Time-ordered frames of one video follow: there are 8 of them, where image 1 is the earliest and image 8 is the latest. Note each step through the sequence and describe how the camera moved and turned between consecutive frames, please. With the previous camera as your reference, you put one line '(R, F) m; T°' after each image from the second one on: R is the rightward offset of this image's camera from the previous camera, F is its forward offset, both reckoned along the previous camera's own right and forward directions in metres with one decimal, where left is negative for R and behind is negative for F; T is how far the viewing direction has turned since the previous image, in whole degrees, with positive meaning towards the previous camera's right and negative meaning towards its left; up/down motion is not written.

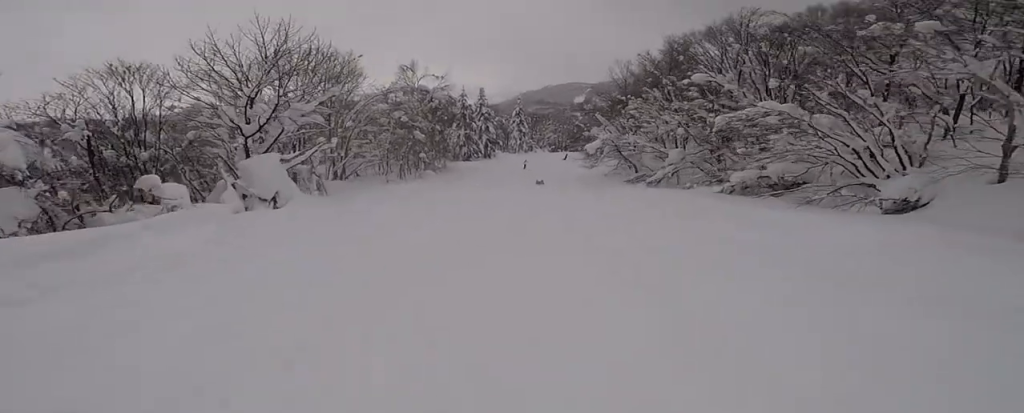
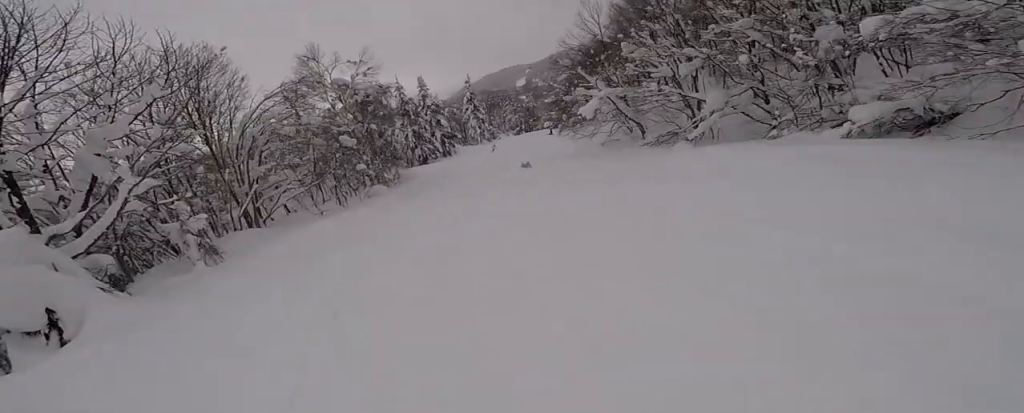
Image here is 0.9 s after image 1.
(0.0, +10.2) m; 0°
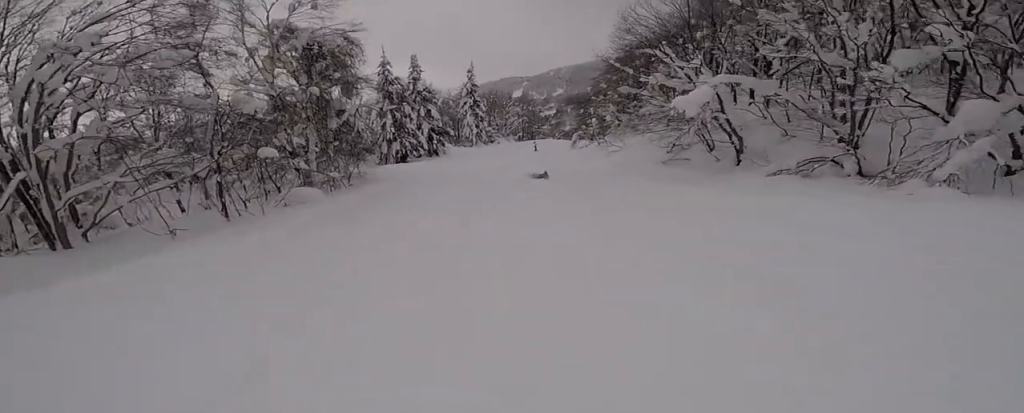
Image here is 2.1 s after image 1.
(0.0, +13.2) m; 0°
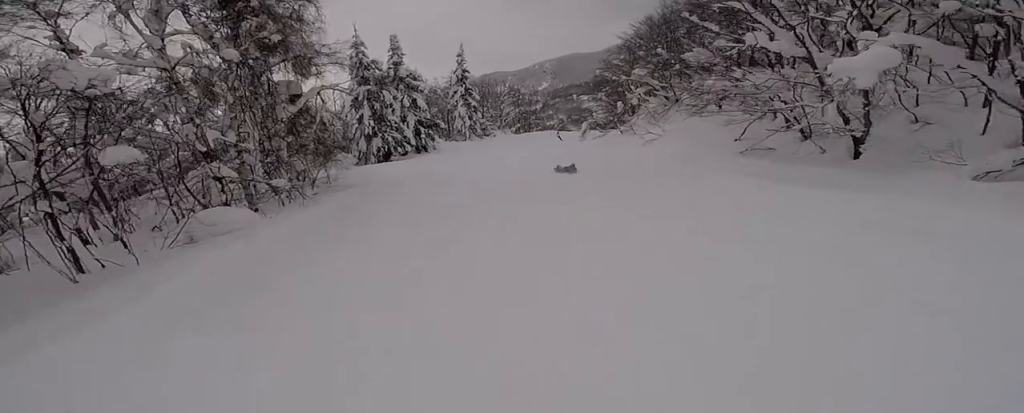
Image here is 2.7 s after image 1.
(0.0, +7.1) m; +1°
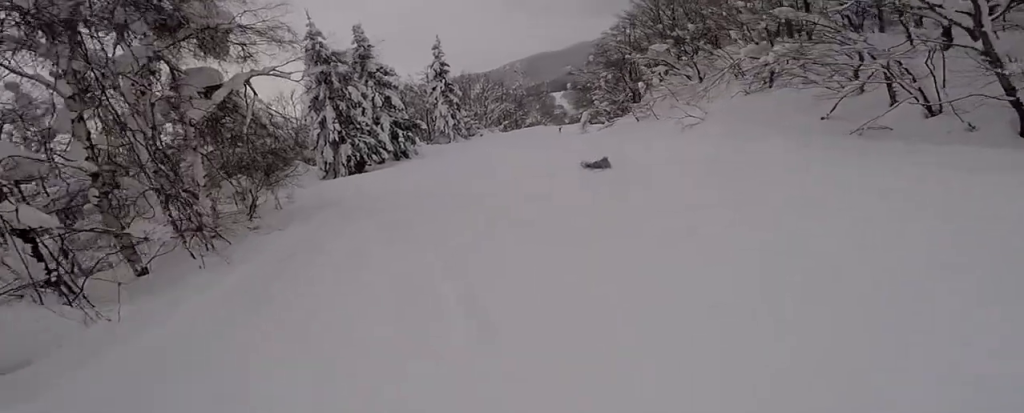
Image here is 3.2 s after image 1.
(0.0, +6.6) m; +4°
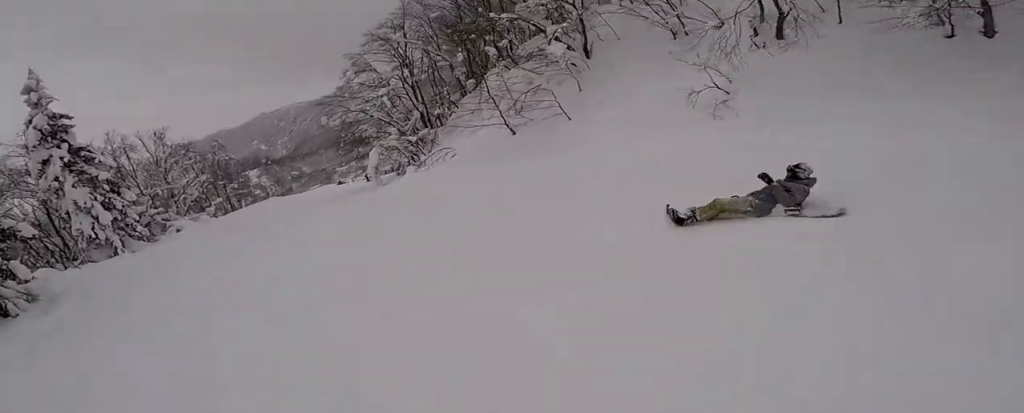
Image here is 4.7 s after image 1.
(+1.9, +17.0) m; +12°
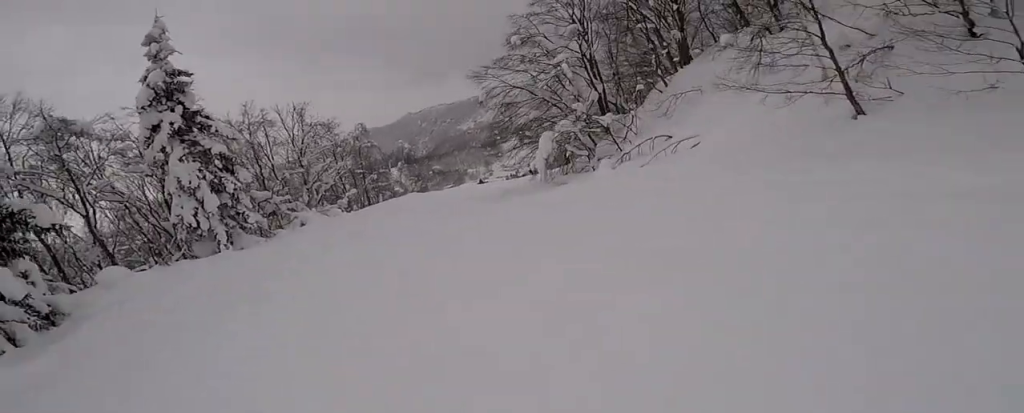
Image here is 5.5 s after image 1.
(+0.1, +8.6) m; +7°
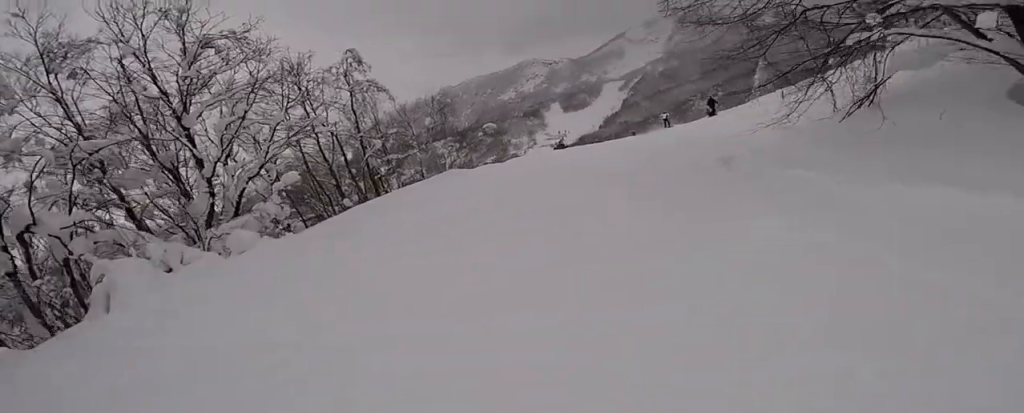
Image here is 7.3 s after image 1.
(+1.5, +17.7) m; +7°
